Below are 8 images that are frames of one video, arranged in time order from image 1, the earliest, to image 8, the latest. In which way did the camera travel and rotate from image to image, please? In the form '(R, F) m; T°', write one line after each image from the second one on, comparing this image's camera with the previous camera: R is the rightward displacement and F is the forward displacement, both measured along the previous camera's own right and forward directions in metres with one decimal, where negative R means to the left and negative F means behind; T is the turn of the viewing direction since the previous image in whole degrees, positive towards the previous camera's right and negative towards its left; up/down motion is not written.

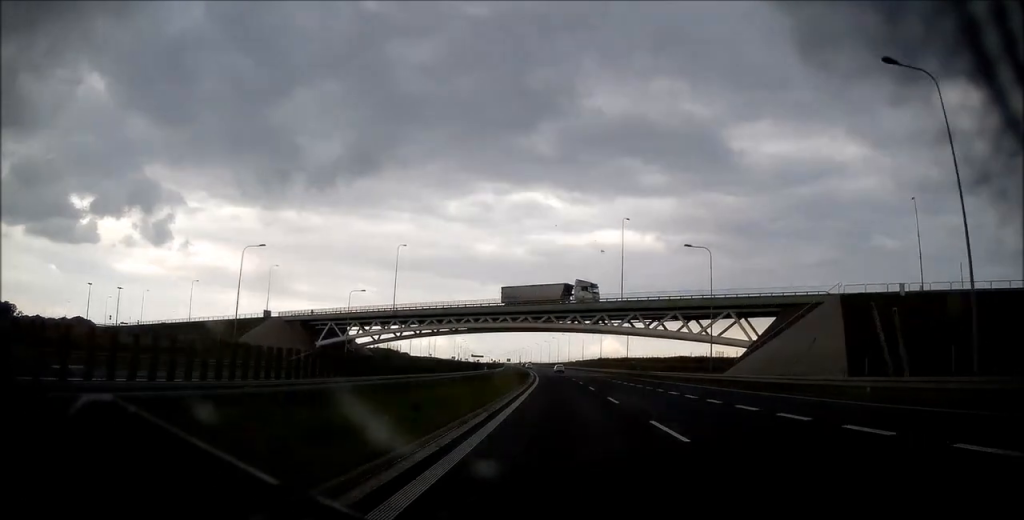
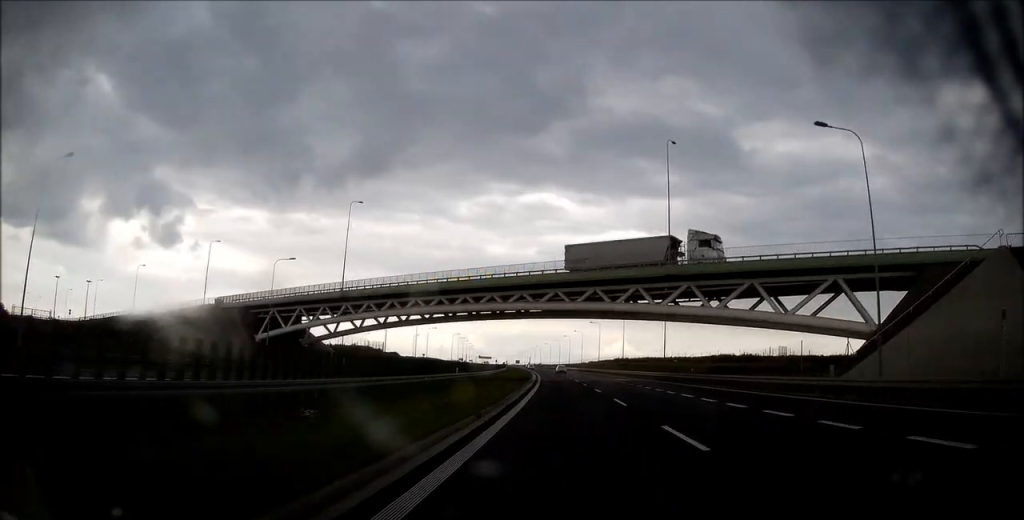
(-0.2, +26.1) m; -1°
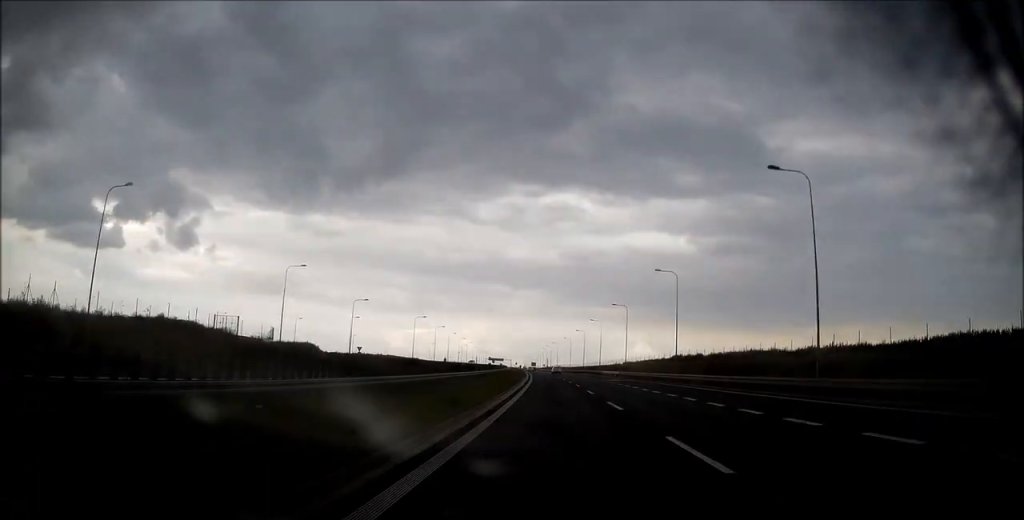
(-1.4, +73.8) m; -2°
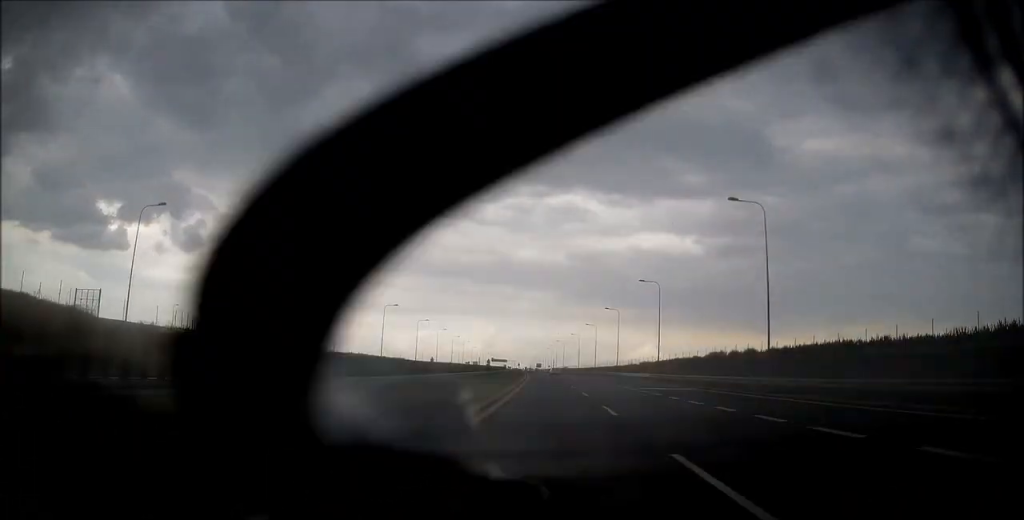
(-0.2, +26.1) m; -1°
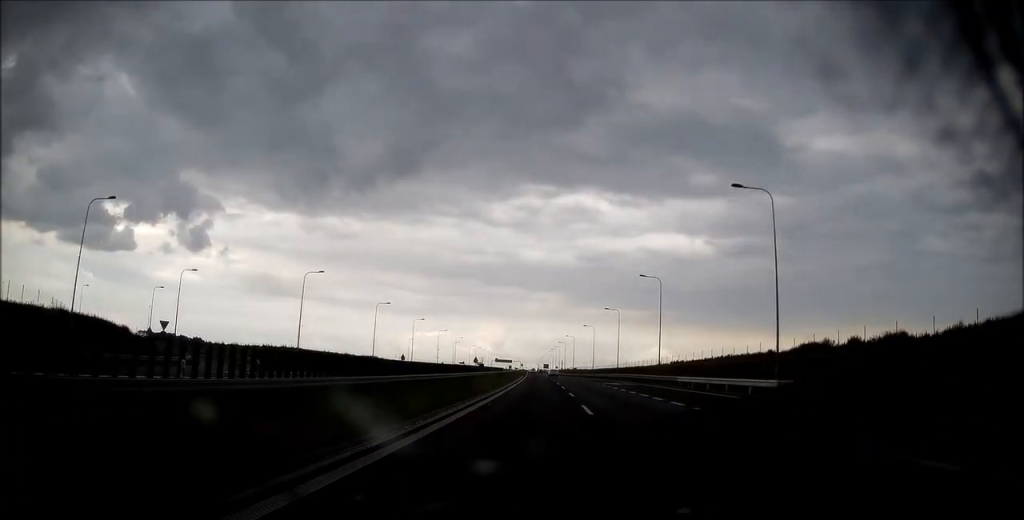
(-0.3, +35.3) m; -1°
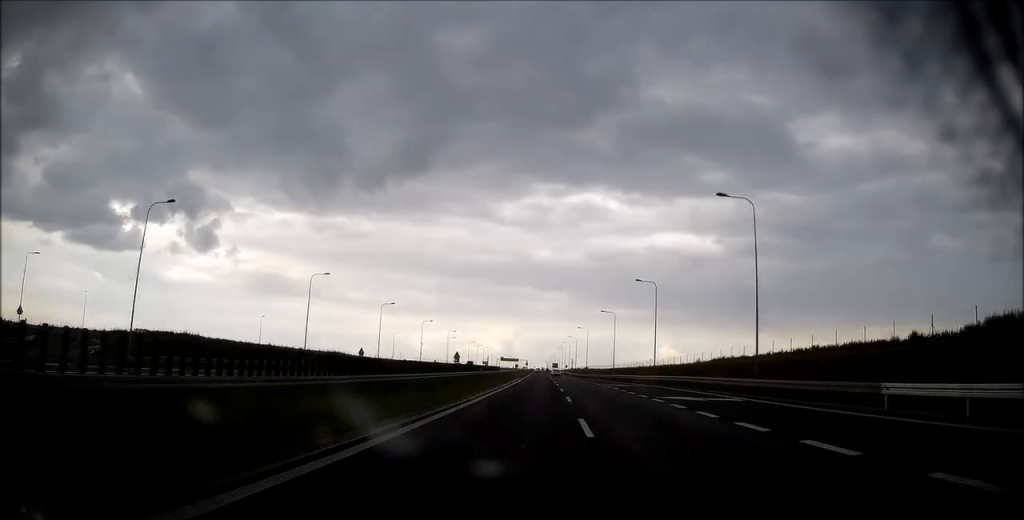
(-0.3, +29.6) m; -1°
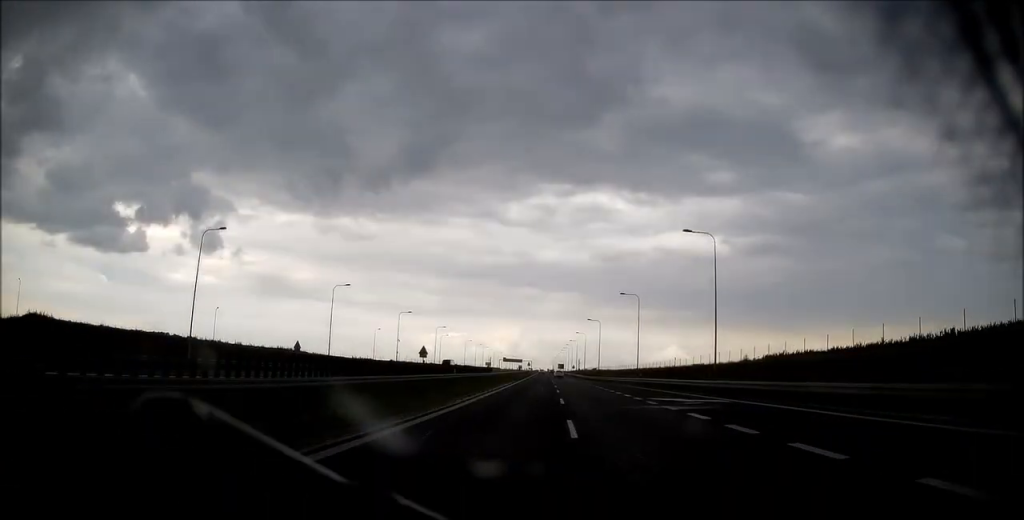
(-0.1, +23.9) m; 0°
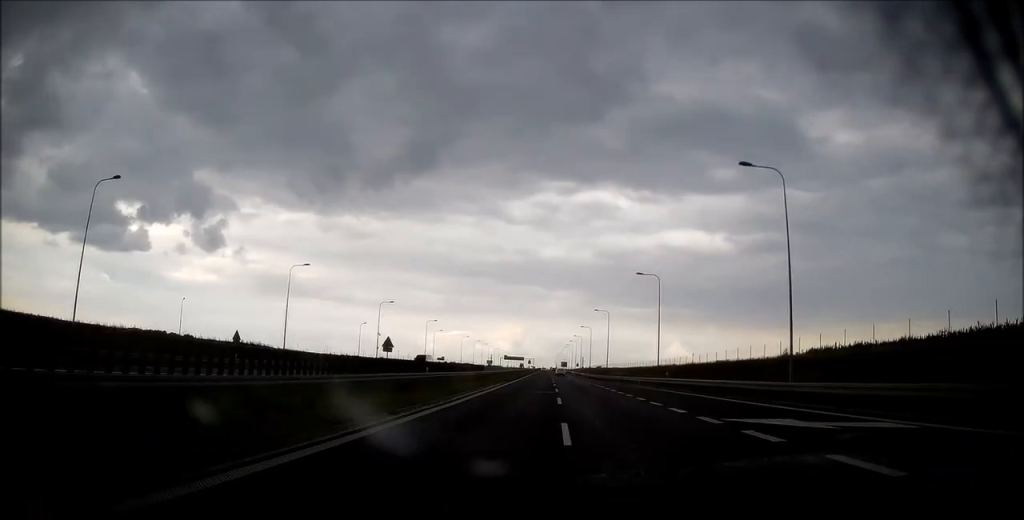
(0.0, +13.6) m; 0°
